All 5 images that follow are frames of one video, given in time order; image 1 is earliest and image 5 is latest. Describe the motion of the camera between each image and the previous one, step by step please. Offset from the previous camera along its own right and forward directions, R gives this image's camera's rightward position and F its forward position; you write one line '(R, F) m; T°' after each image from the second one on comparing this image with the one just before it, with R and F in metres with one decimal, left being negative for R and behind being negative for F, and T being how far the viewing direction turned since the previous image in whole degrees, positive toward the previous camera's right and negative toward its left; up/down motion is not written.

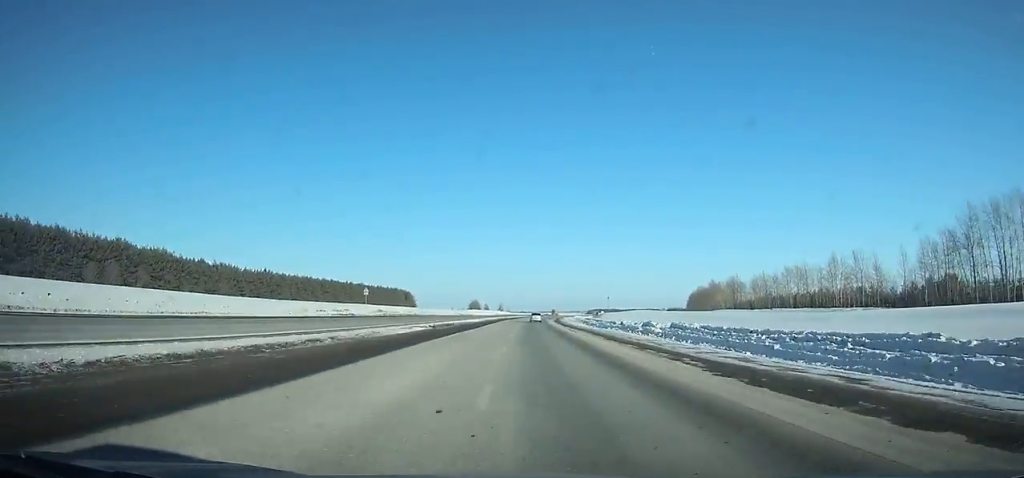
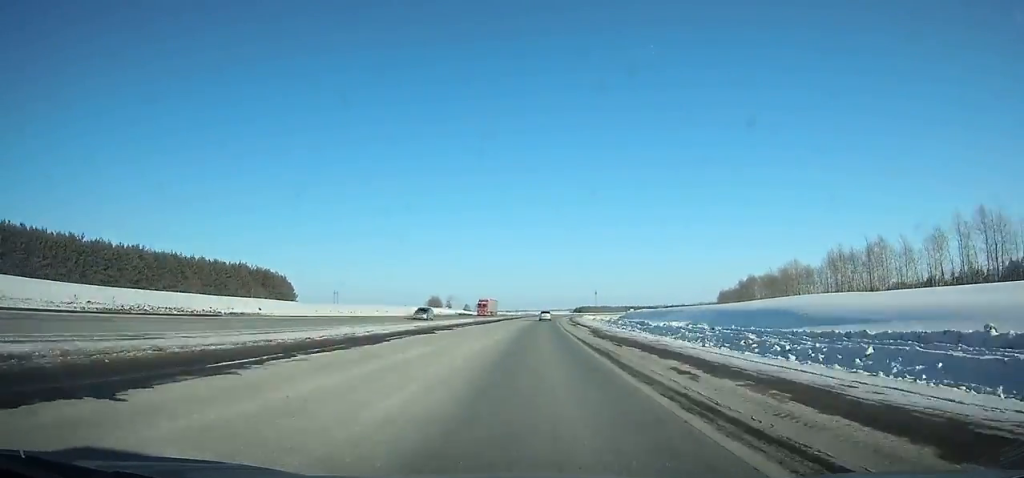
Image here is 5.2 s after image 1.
(+3.8, +154.1) m; +3°
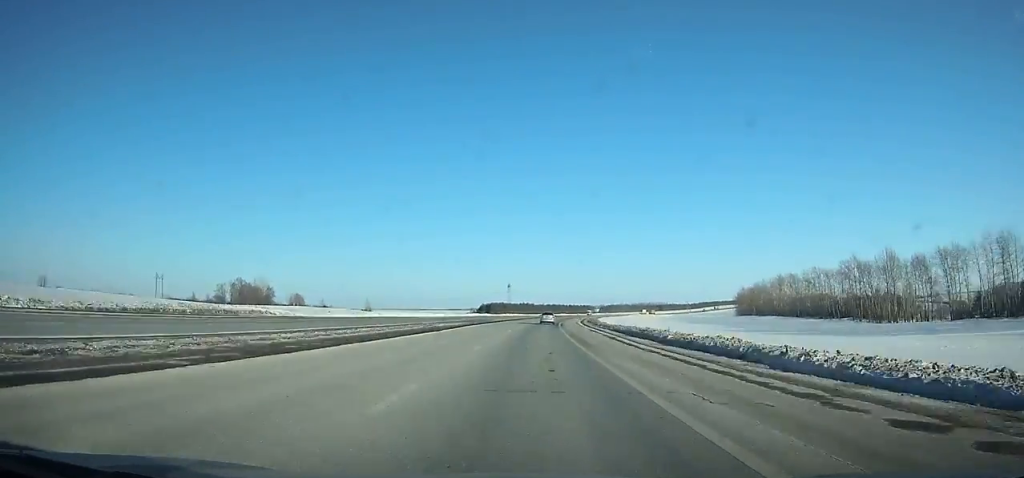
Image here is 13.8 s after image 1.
(+16.9, +243.5) m; +9°
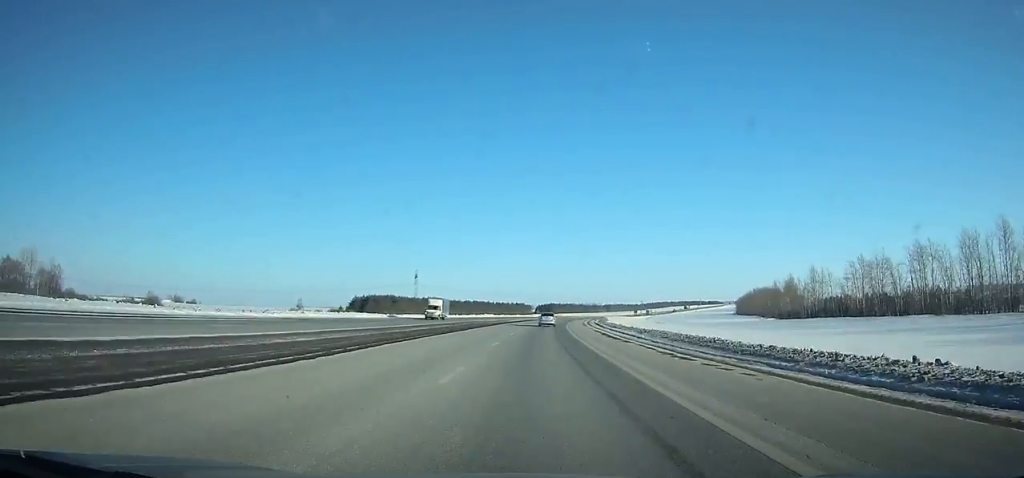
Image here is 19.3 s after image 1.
(+8.0, +143.4) m; +7°
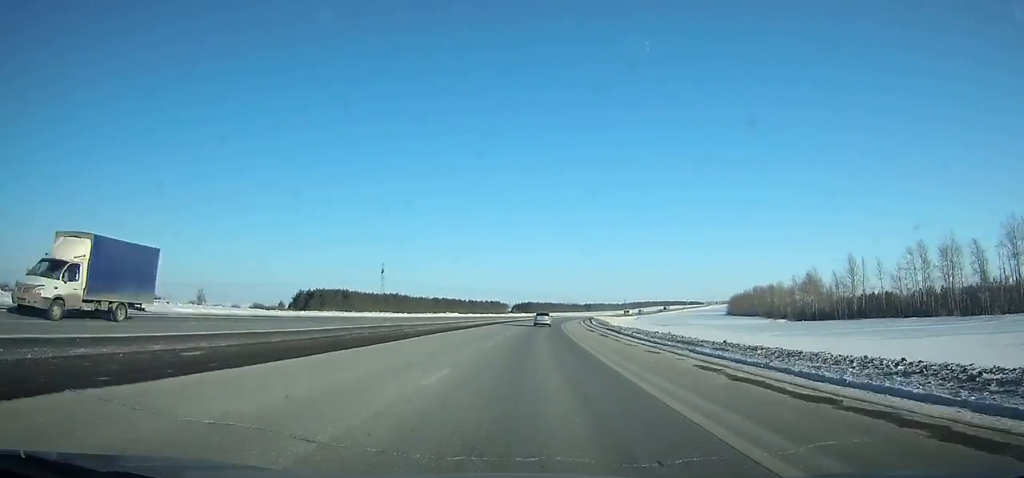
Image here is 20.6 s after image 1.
(+0.3, +34.9) m; +2°
